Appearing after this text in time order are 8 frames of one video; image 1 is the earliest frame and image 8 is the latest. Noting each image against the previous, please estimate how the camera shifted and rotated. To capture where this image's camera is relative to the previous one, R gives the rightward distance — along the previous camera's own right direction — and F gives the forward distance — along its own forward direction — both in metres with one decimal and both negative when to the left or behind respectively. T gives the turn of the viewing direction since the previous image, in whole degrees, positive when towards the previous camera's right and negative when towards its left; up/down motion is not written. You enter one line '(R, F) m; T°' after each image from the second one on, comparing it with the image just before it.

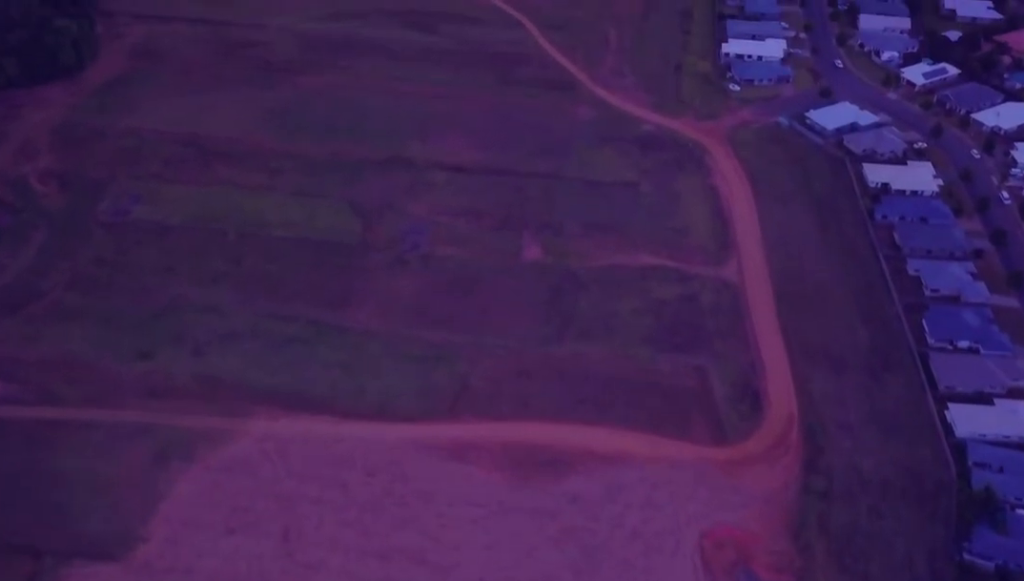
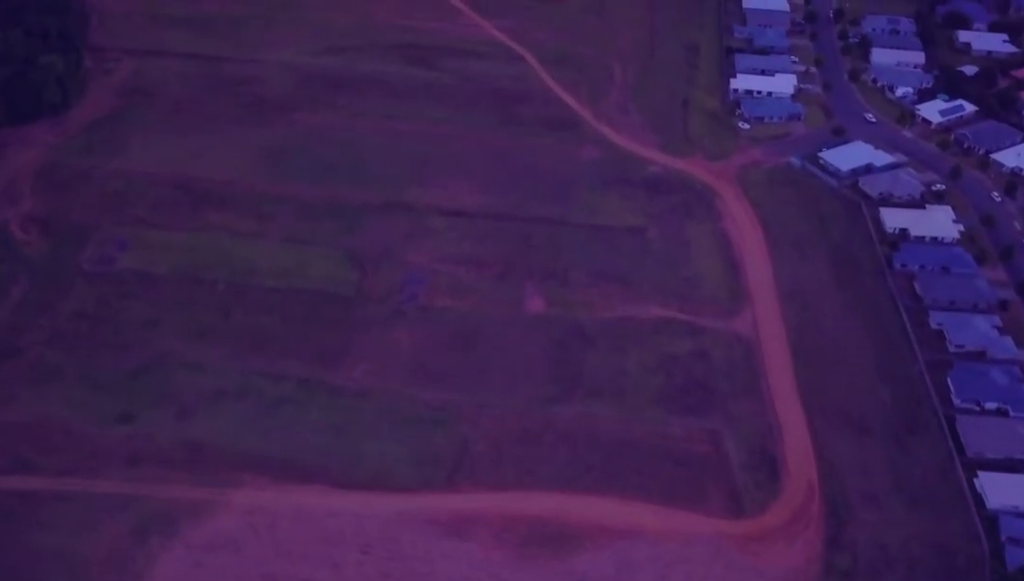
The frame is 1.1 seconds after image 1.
(0.0, +15.6) m; 0°
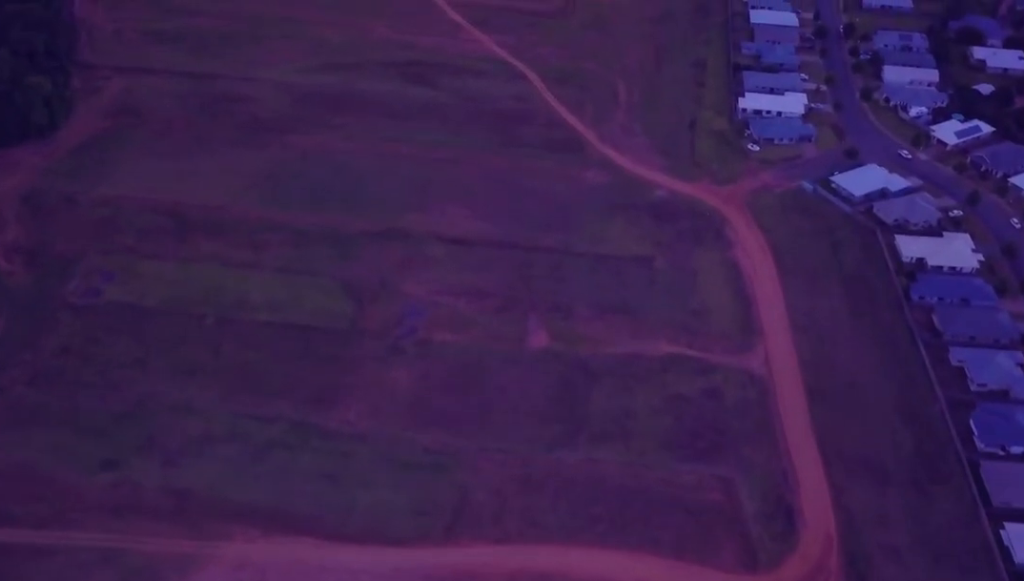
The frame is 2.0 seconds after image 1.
(0.0, +12.8) m; 0°
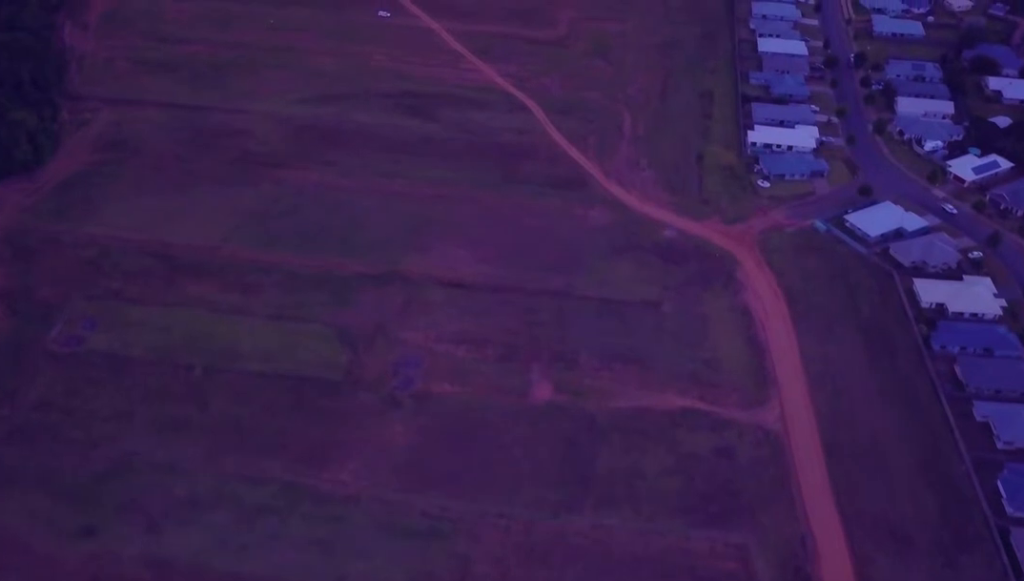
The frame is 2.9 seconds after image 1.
(0.0, +14.1) m; 0°
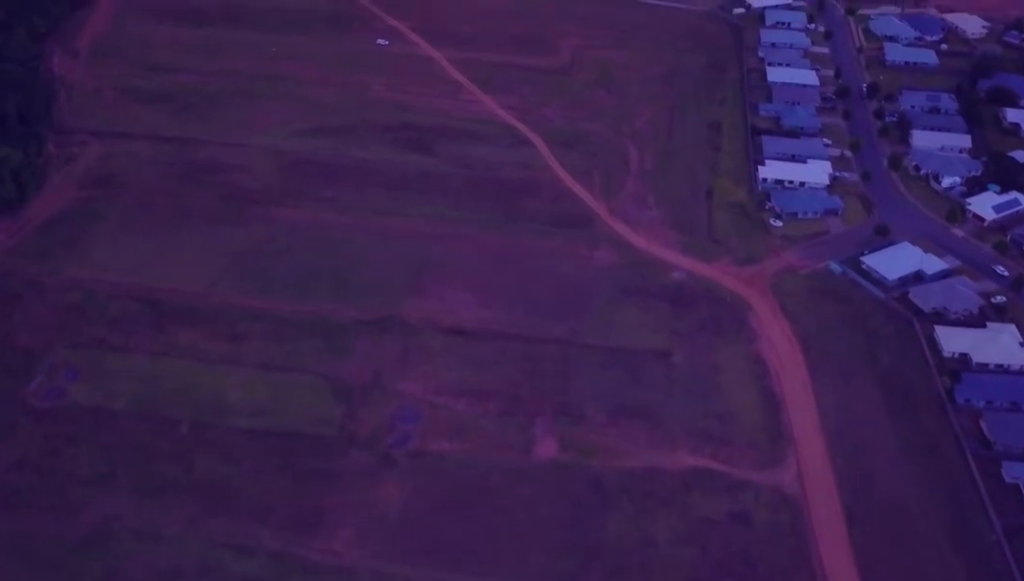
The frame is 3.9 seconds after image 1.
(0.0, +14.1) m; 0°
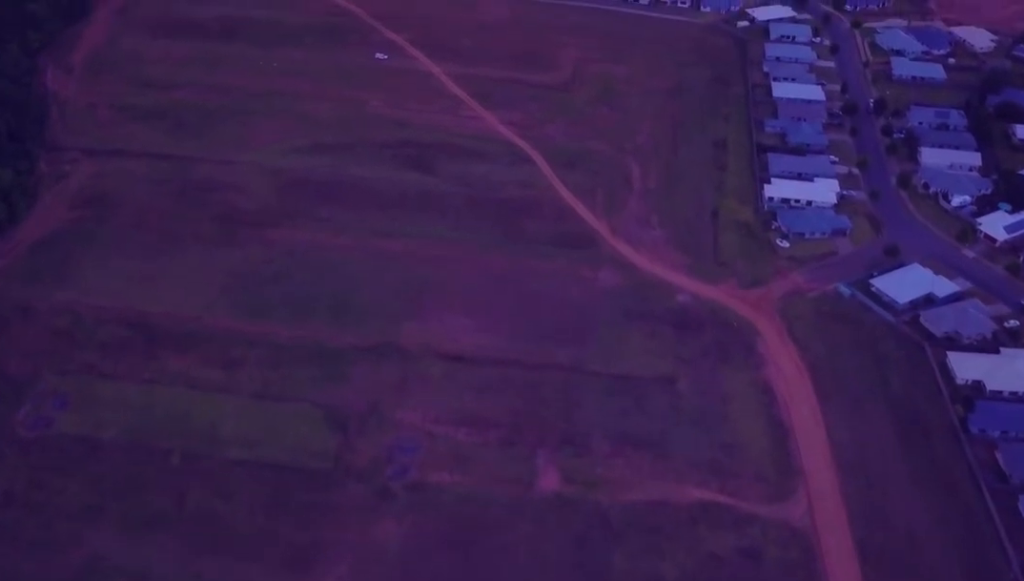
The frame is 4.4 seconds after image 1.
(0.0, +7.7) m; 0°
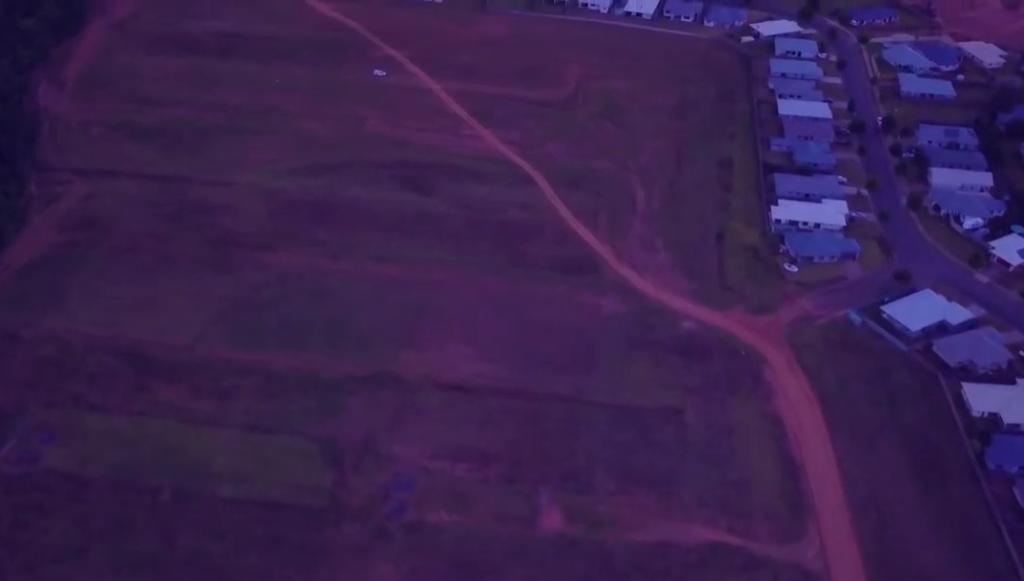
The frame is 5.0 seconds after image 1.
(0.0, +8.8) m; 0°
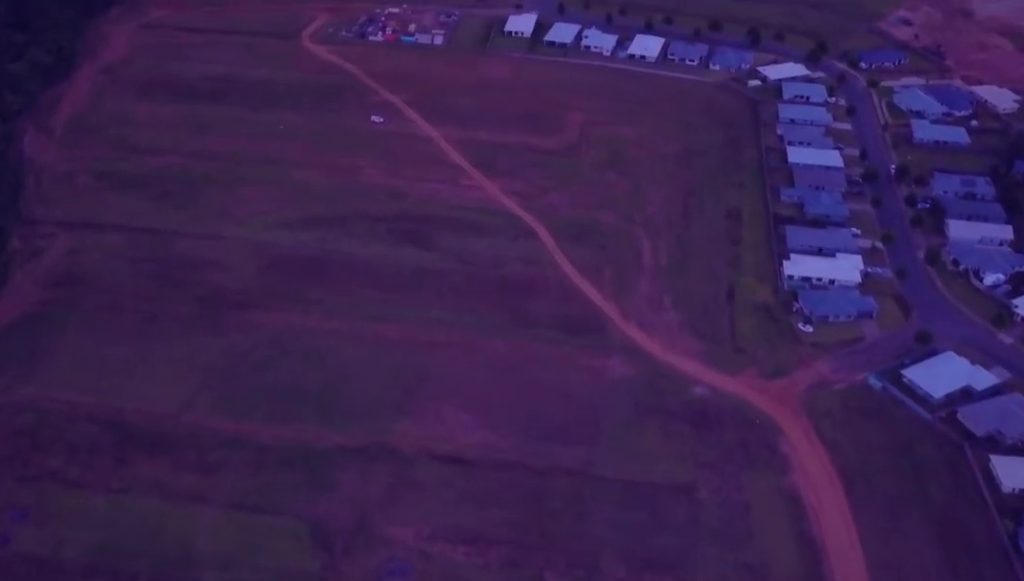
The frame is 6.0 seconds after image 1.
(0.0, +14.7) m; 0°
